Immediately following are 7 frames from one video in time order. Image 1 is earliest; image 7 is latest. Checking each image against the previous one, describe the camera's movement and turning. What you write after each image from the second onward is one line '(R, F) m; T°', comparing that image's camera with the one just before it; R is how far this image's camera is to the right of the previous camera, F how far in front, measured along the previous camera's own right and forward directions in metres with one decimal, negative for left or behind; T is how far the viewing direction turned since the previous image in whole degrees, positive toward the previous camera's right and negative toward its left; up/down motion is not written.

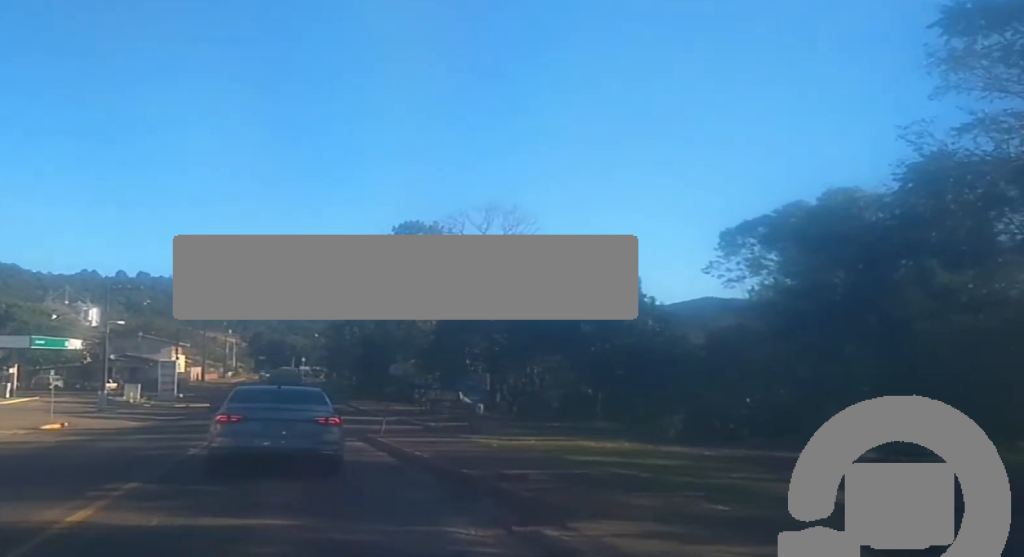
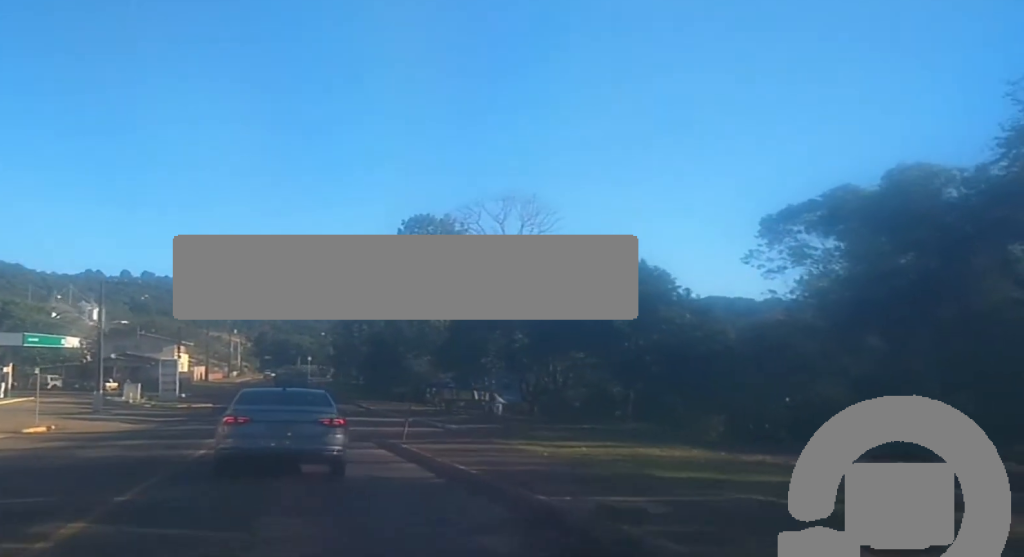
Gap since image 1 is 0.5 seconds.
(-0.1, +4.2) m; -2°
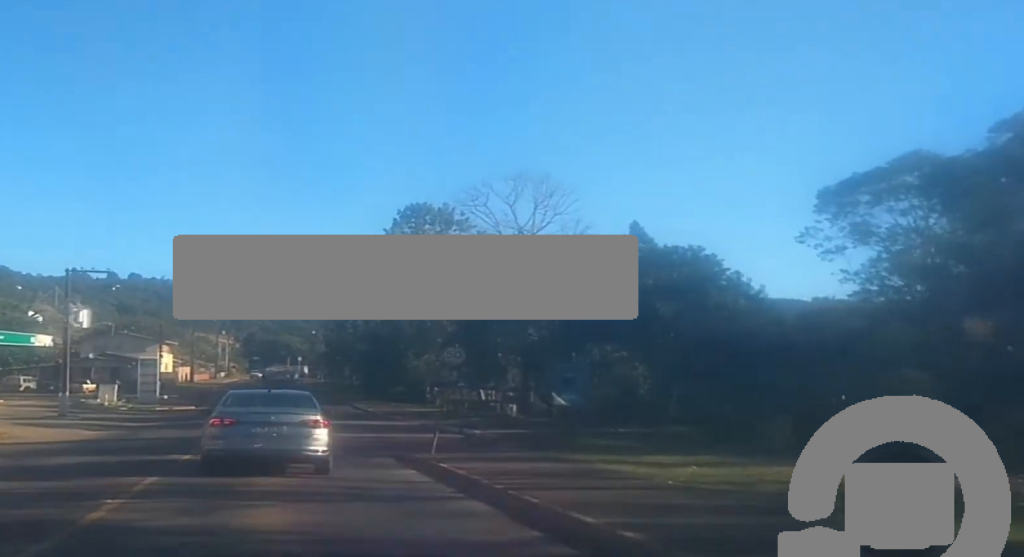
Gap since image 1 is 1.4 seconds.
(-0.2, +7.0) m; -2°
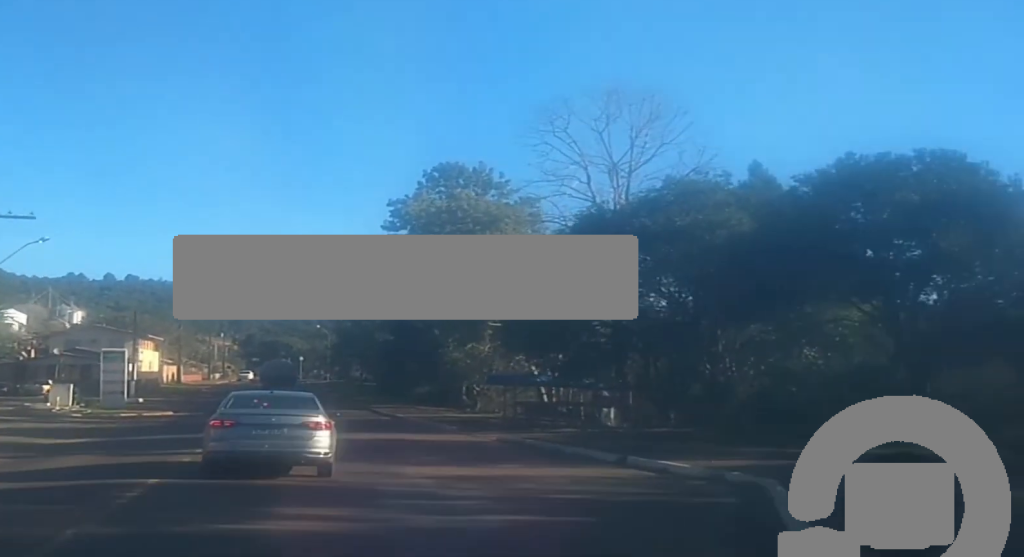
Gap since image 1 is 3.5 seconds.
(+0.2, +17.9) m; +1°
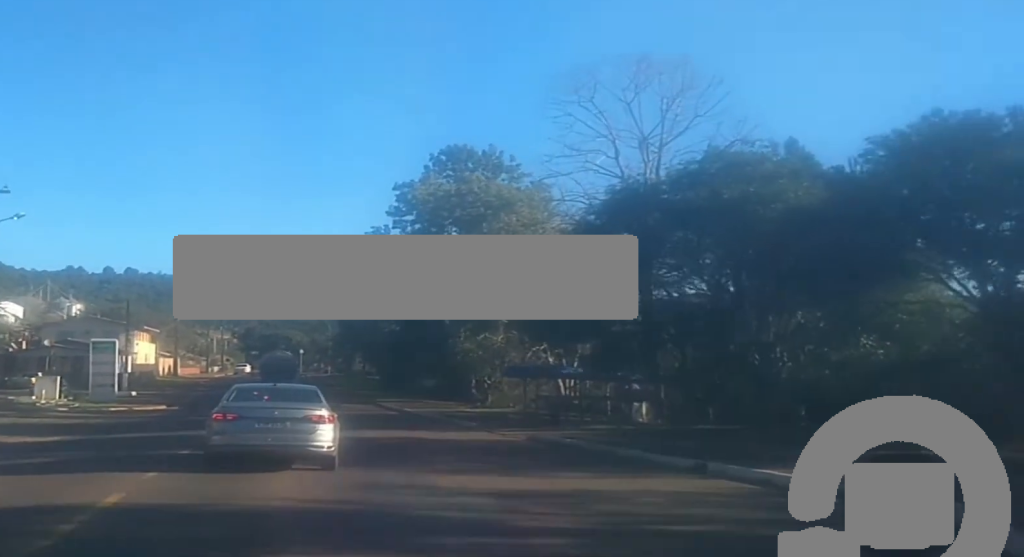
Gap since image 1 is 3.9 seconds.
(0.0, +3.9) m; 0°
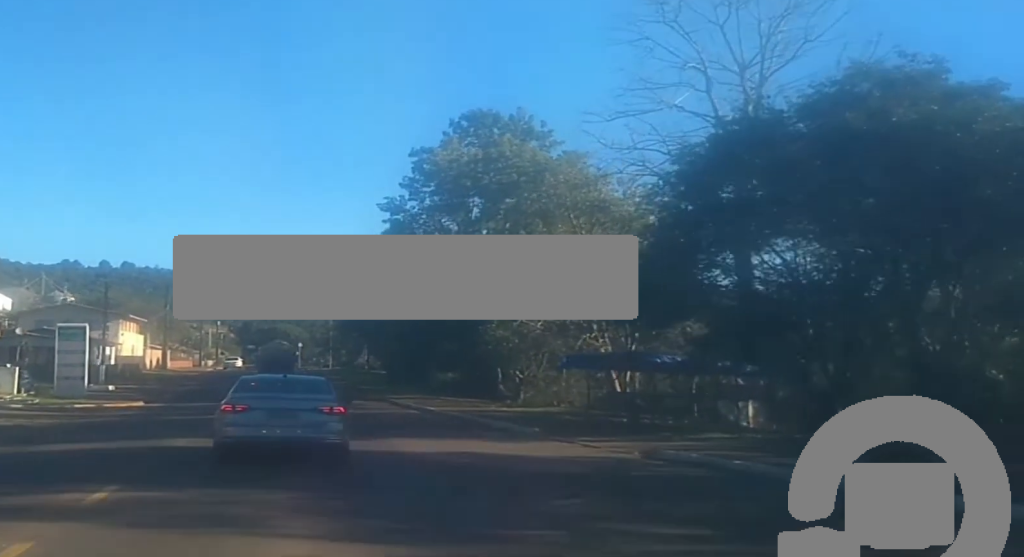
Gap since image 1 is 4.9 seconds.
(-0.1, +9.3) m; -1°
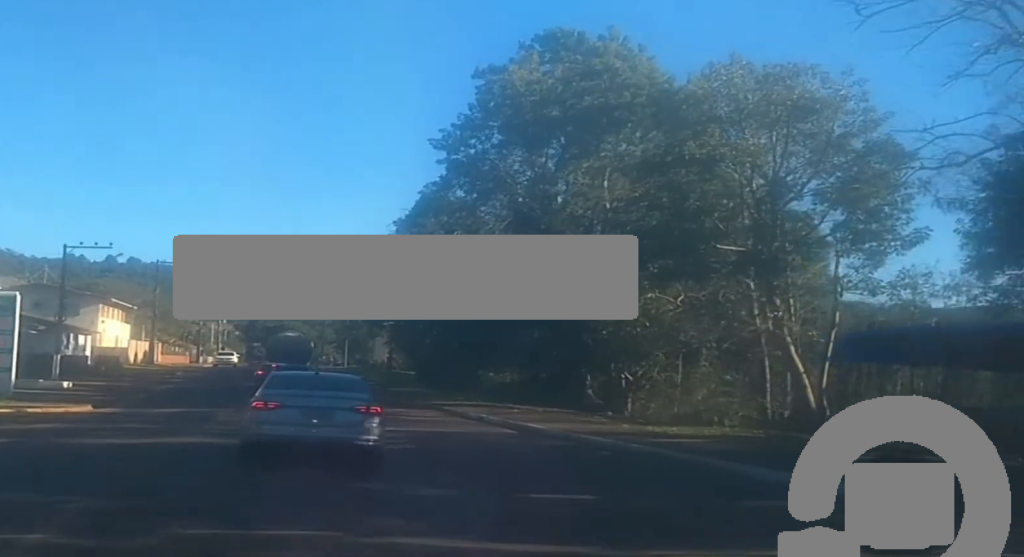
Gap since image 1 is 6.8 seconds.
(+0.5, +15.9) m; +1°
